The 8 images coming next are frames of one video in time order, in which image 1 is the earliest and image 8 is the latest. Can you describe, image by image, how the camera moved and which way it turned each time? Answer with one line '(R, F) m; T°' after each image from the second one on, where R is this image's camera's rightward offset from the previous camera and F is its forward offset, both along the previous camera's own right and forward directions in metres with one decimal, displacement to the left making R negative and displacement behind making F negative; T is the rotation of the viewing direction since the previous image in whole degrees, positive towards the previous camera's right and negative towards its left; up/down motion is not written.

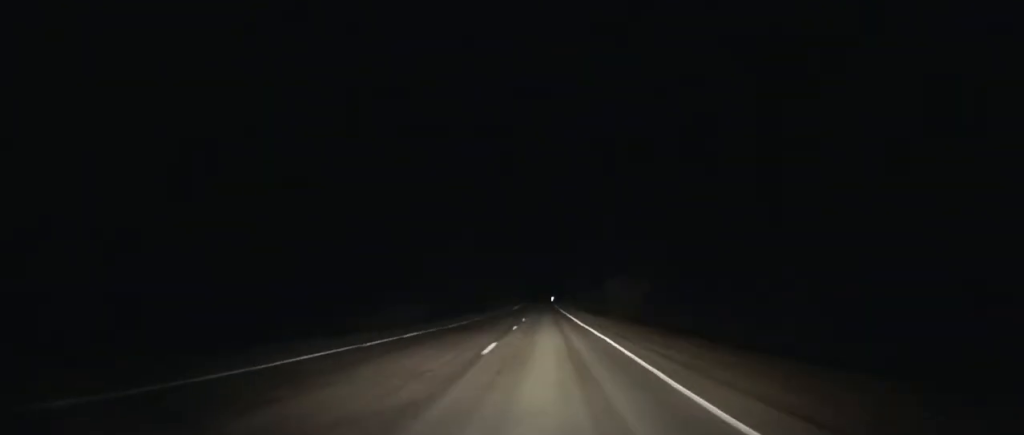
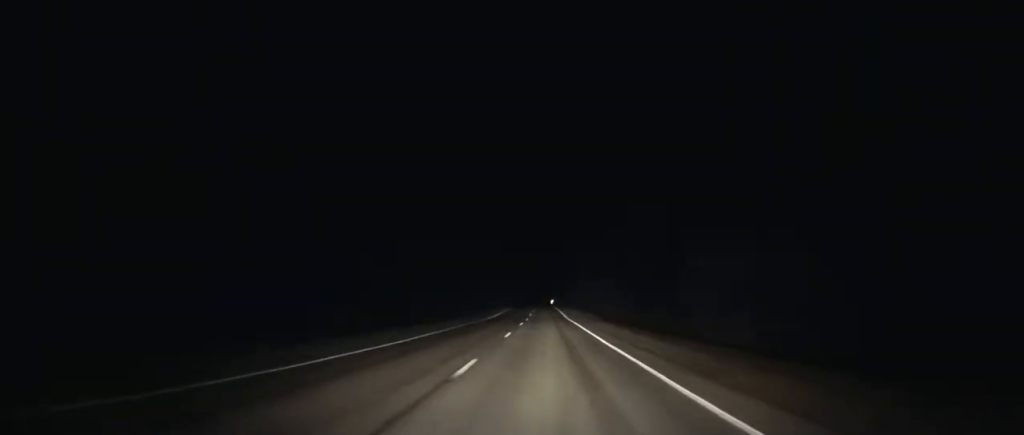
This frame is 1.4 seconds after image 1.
(+0.1, +39.2) m; 0°
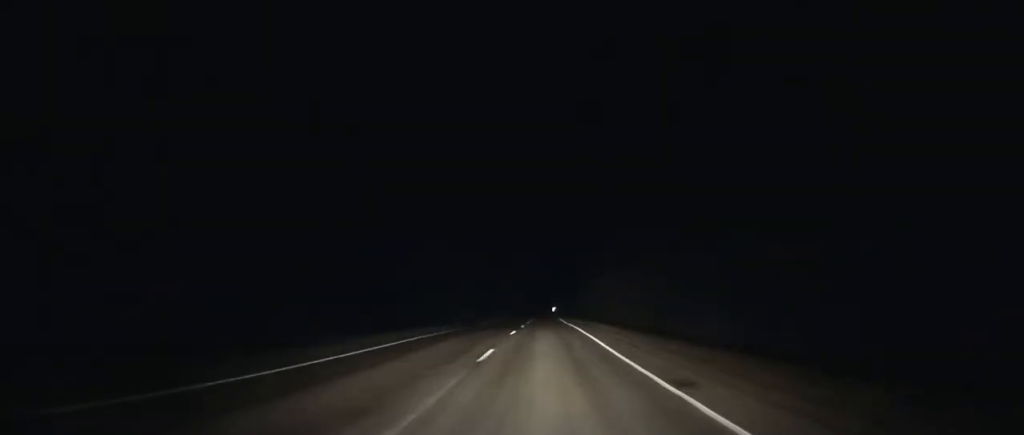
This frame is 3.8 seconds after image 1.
(0.0, +66.5) m; 0°
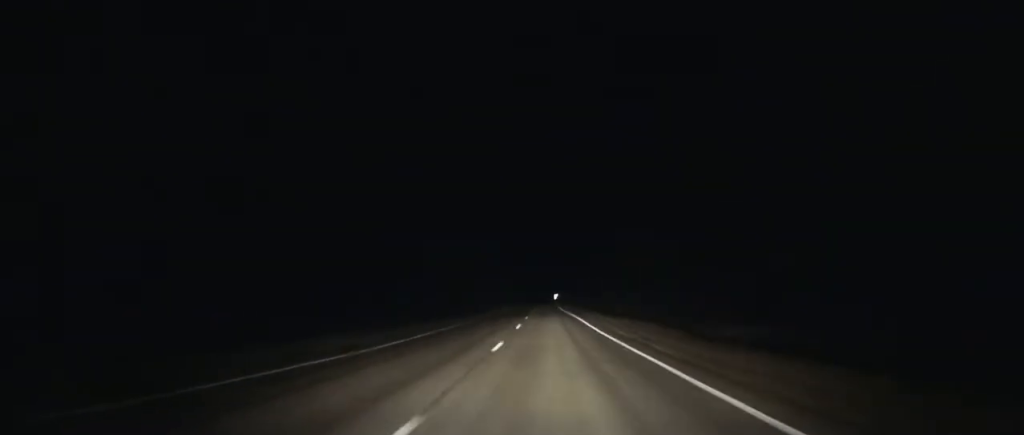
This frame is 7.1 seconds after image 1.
(-0.4, +91.4) m; 0°
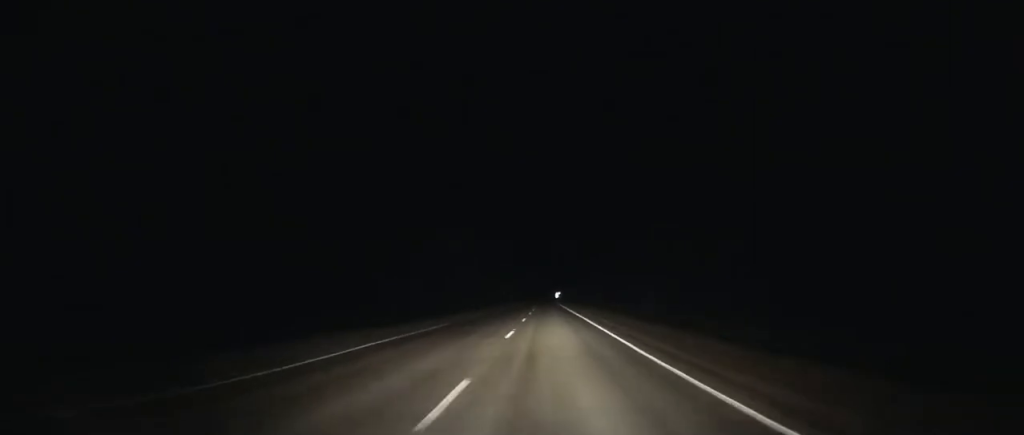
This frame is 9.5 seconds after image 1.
(0.0, +69.2) m; 0°
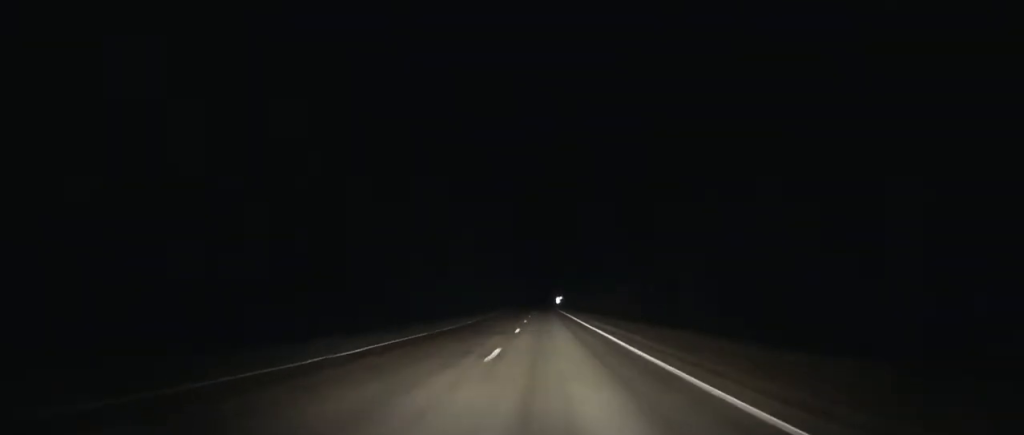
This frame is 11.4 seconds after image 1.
(+0.1, +55.7) m; 0°
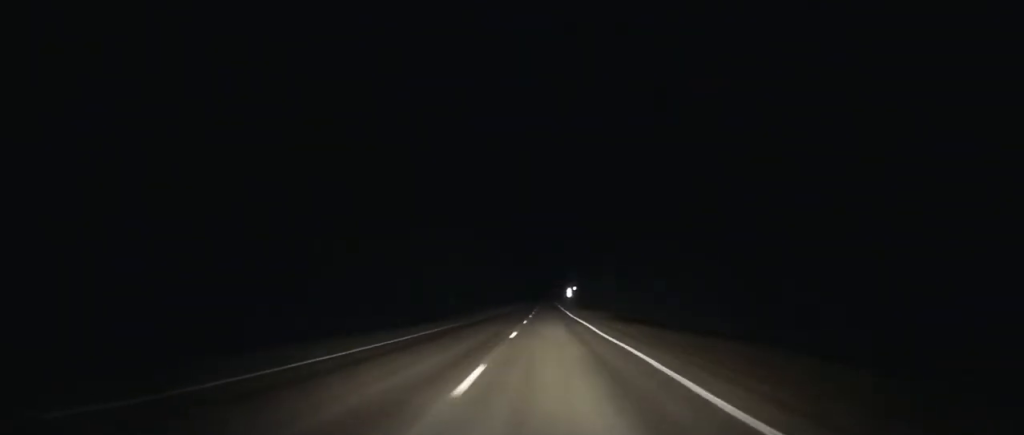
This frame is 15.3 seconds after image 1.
(+0.3, +112.4) m; 0°
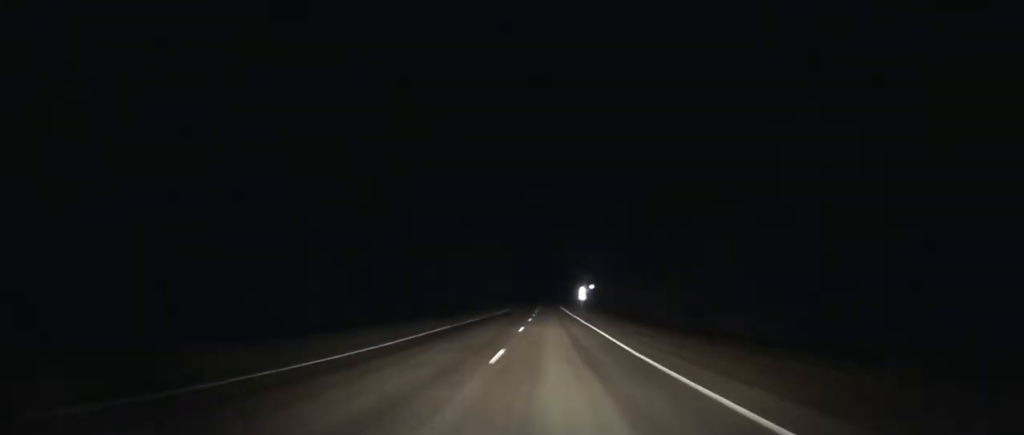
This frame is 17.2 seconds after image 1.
(0.0, +53.1) m; 0°
